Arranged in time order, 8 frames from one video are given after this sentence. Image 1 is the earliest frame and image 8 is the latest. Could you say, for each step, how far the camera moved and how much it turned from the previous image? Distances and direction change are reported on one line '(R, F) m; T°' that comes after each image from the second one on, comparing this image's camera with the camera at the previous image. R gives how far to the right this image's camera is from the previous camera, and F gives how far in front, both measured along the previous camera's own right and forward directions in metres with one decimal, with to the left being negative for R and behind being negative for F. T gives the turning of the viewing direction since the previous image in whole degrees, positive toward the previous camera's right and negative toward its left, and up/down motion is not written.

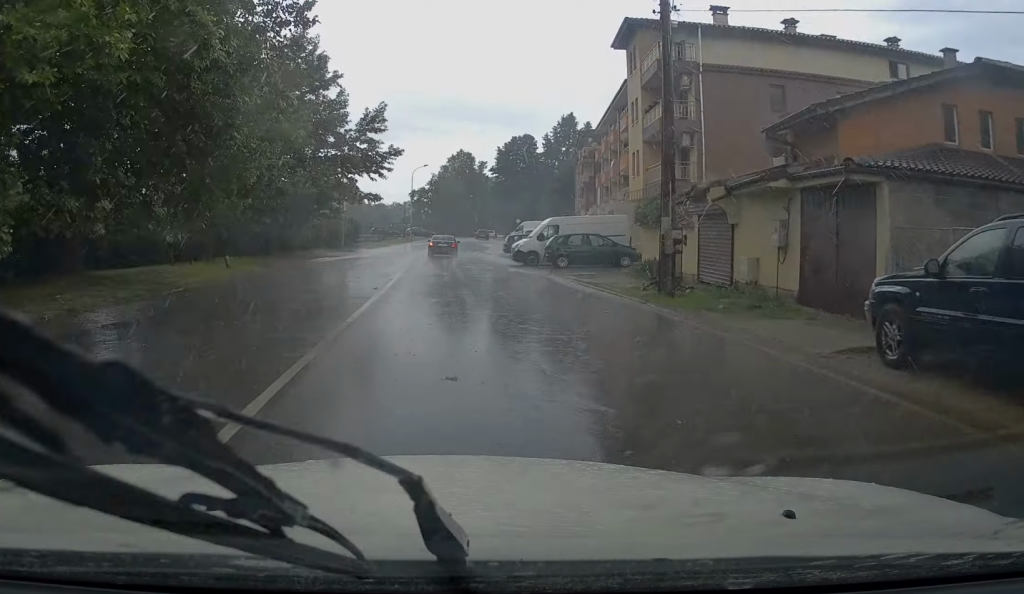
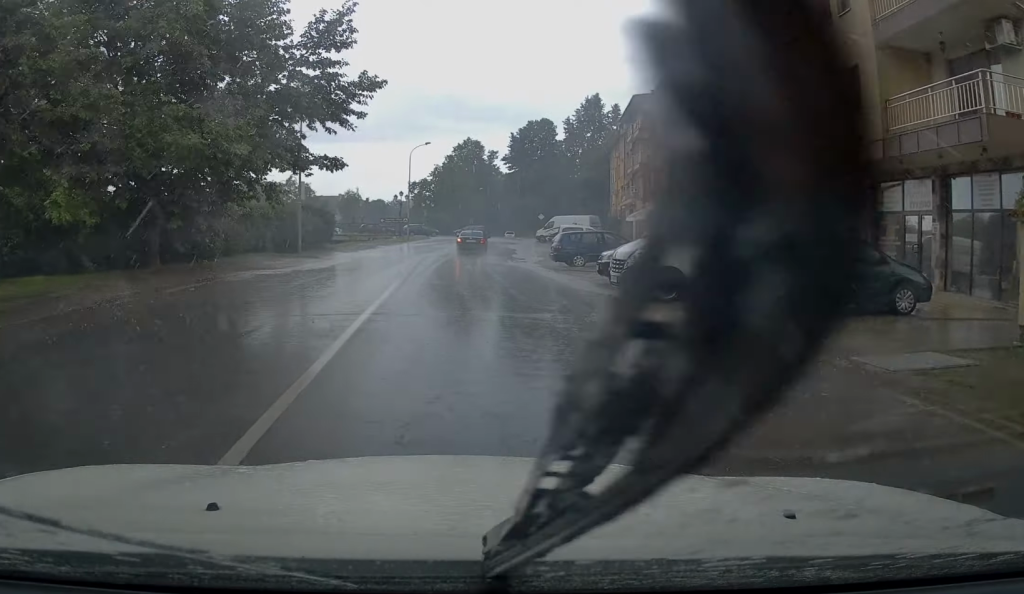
(+0.1, +19.6) m; 0°
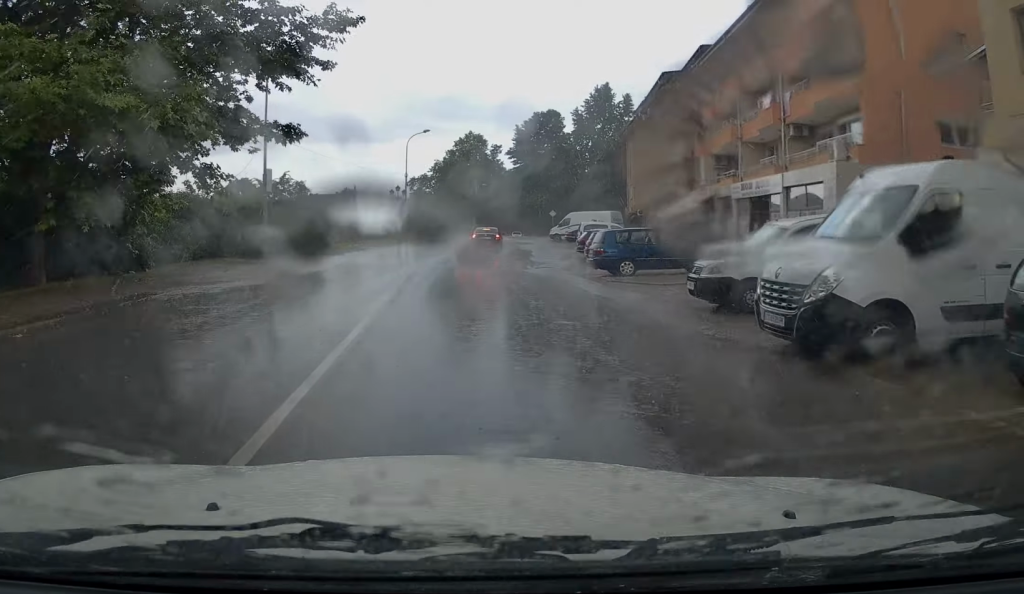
(-0.1, +7.5) m; -1°
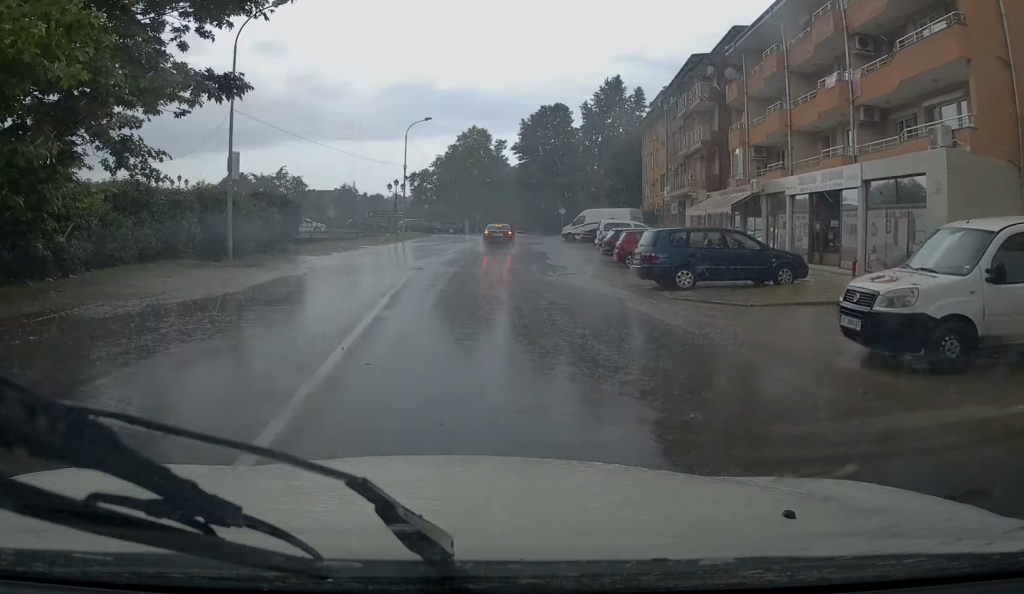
(0.0, +5.3) m; 0°
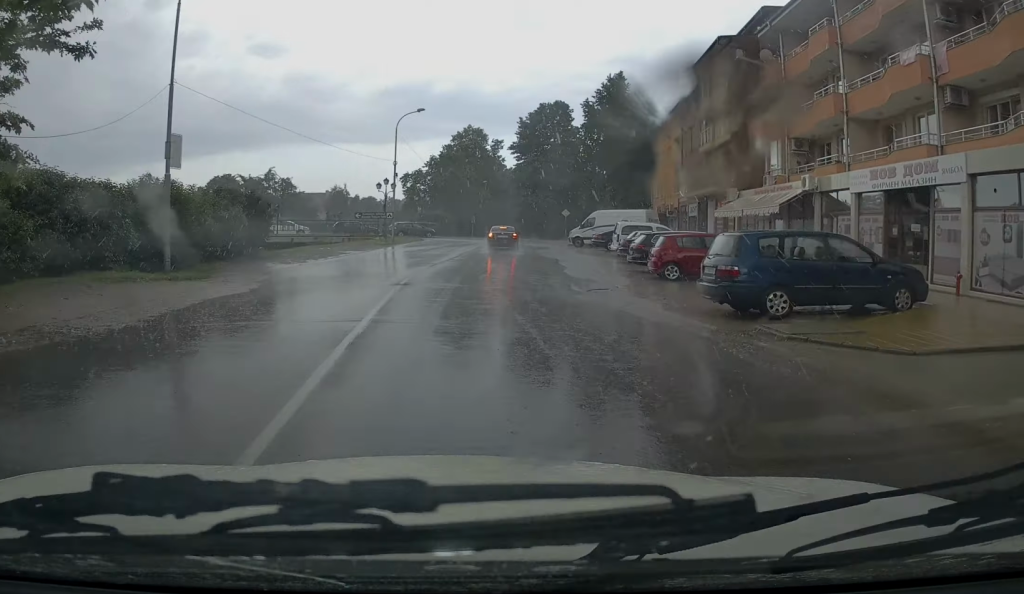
(0.0, +5.3) m; +1°
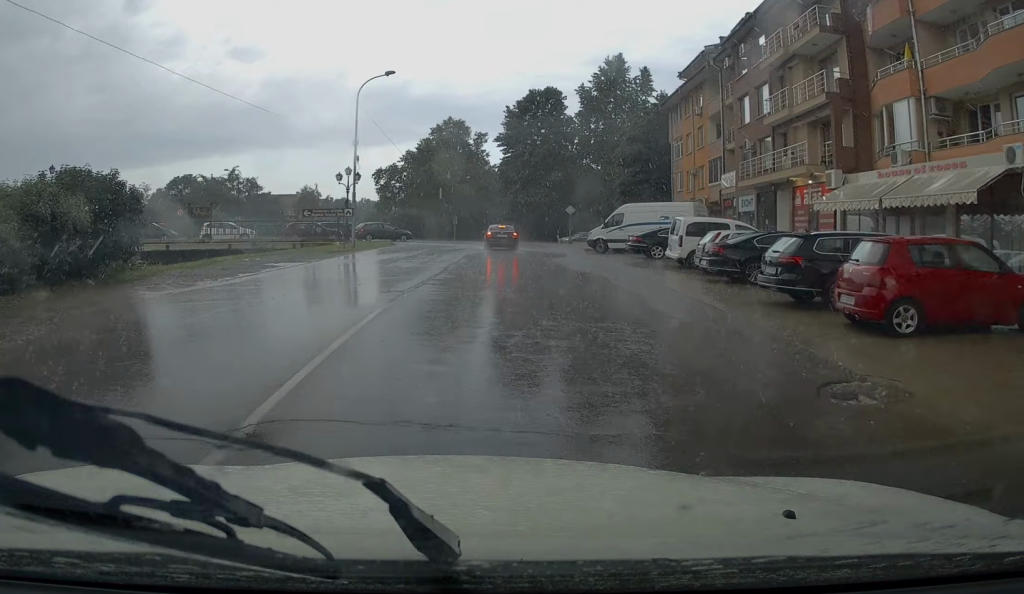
(+0.3, +12.1) m; +2°
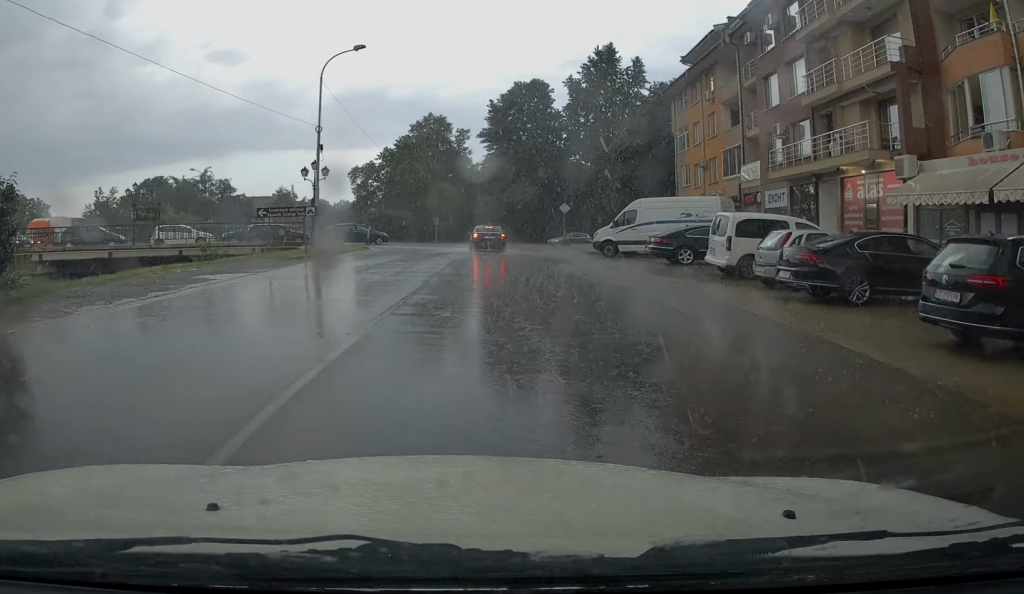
(0.0, +5.7) m; +1°
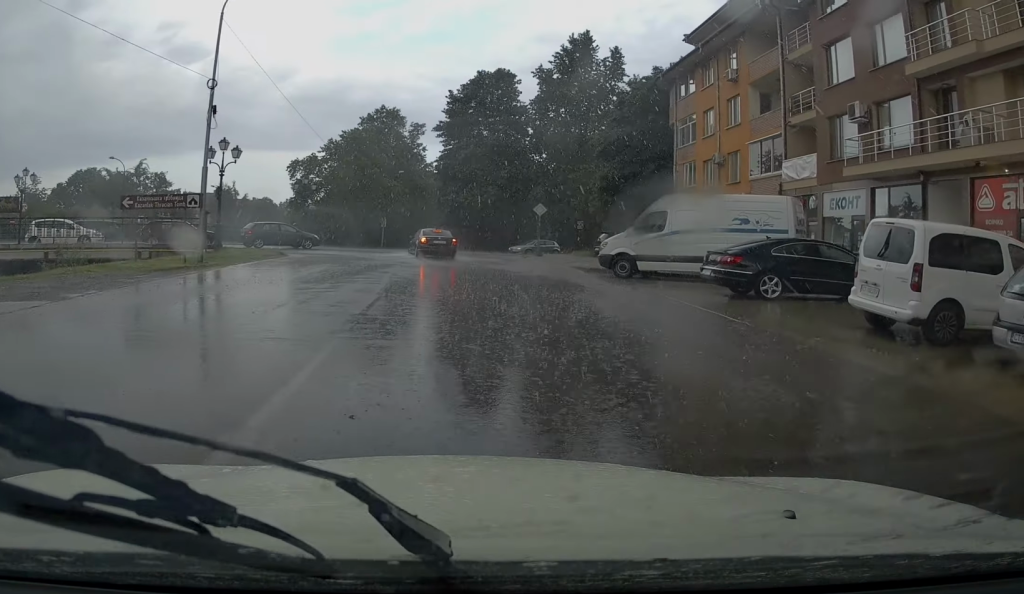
(0.0, +9.8) m; +2°
